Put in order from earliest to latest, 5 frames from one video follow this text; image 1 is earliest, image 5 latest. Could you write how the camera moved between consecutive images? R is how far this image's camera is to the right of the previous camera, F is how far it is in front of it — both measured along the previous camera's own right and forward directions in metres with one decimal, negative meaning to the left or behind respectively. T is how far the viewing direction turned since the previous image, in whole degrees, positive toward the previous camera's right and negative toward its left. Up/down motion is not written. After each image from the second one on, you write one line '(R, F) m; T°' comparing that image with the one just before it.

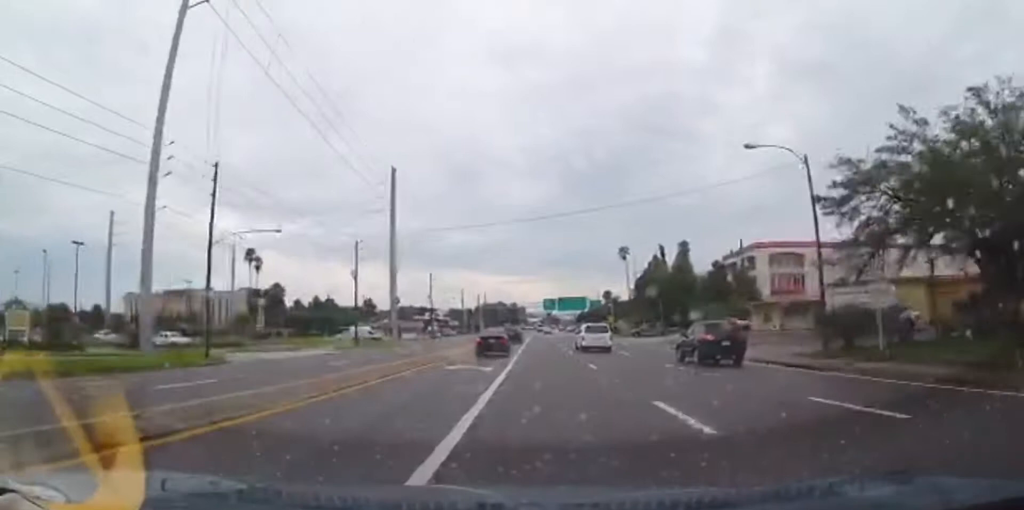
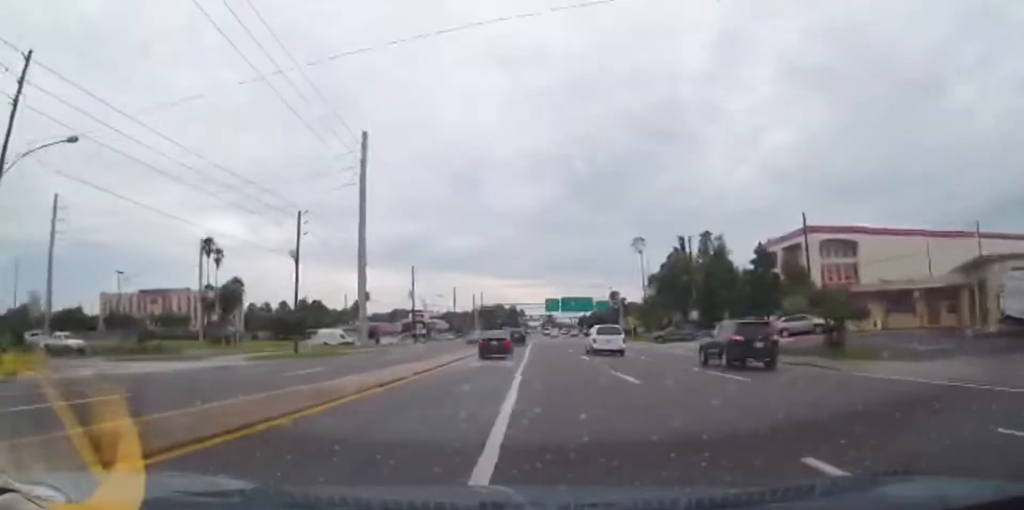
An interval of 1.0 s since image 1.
(-0.4, +17.3) m; -1°
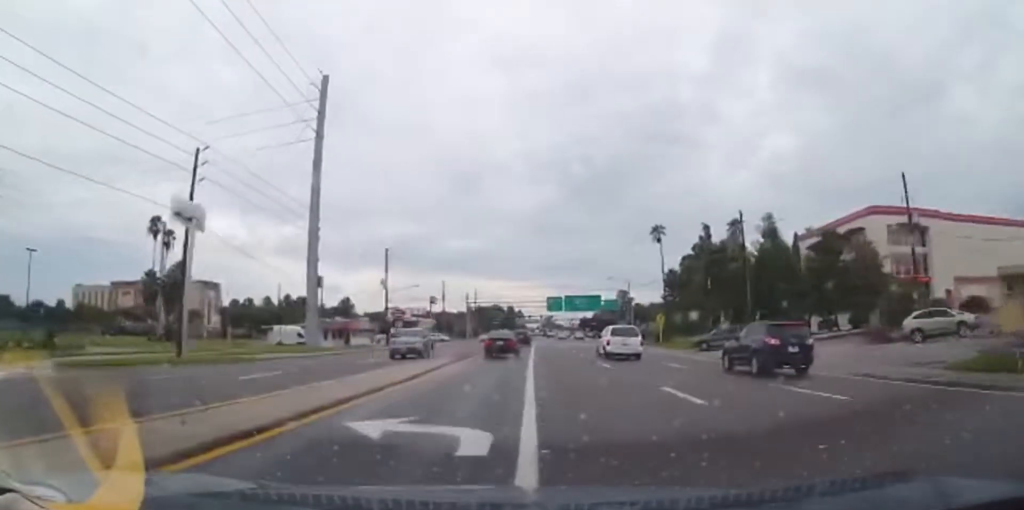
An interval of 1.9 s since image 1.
(+0.2, +16.1) m; +1°
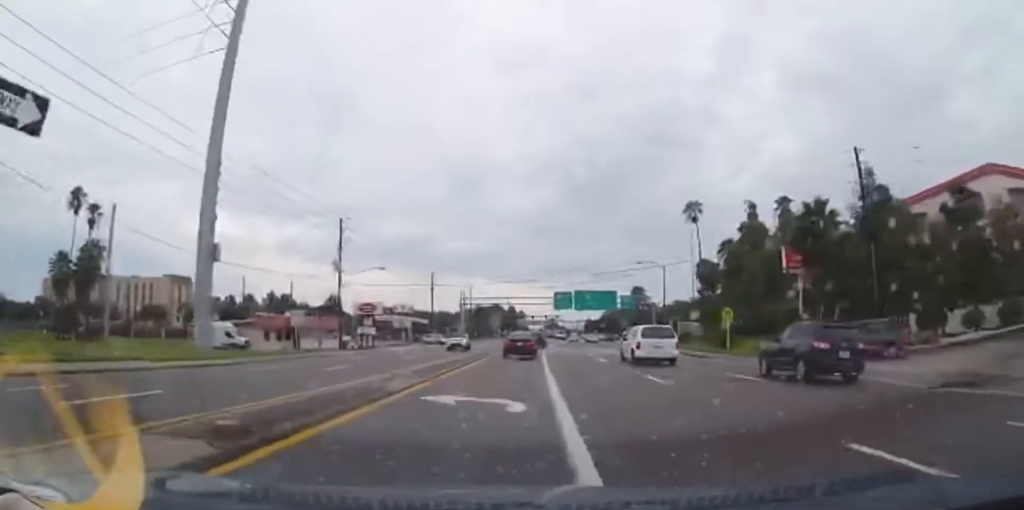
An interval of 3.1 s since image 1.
(-0.1, +20.0) m; -1°
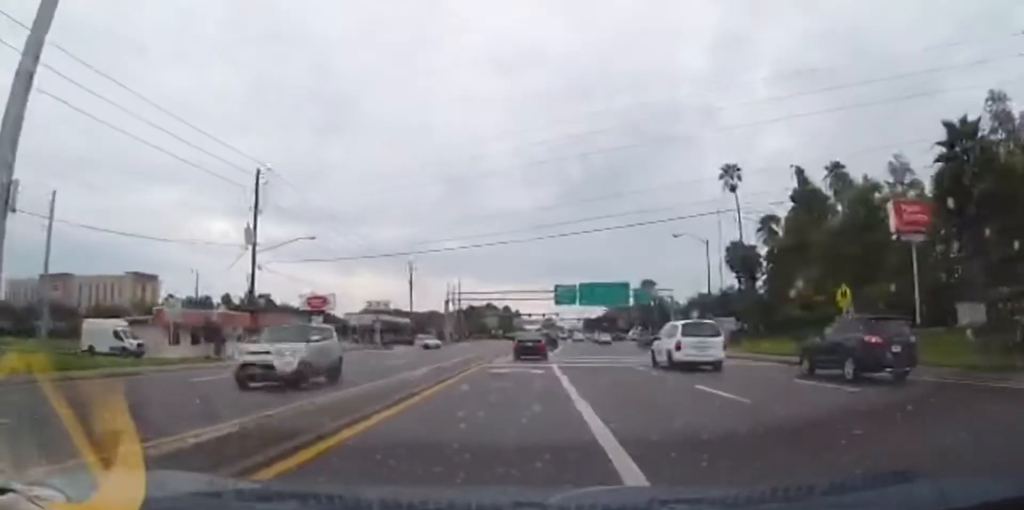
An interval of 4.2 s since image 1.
(-0.1, +17.3) m; +1°
